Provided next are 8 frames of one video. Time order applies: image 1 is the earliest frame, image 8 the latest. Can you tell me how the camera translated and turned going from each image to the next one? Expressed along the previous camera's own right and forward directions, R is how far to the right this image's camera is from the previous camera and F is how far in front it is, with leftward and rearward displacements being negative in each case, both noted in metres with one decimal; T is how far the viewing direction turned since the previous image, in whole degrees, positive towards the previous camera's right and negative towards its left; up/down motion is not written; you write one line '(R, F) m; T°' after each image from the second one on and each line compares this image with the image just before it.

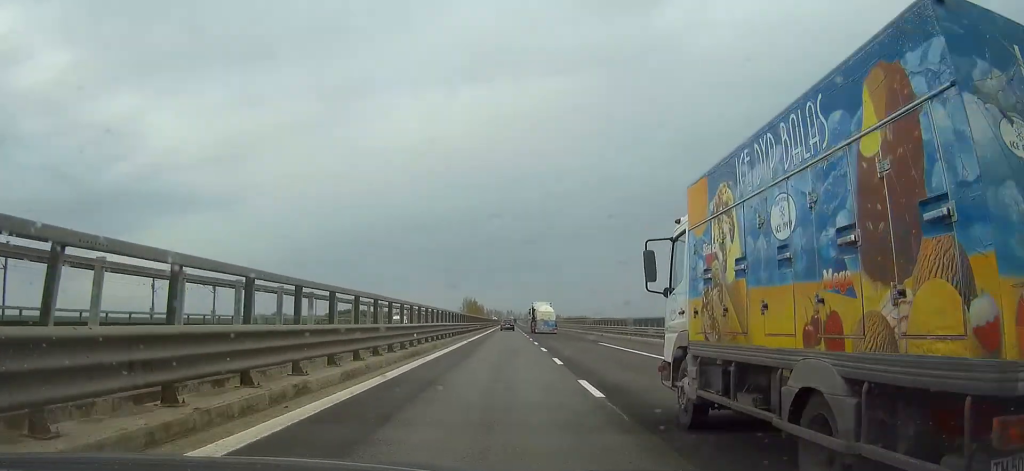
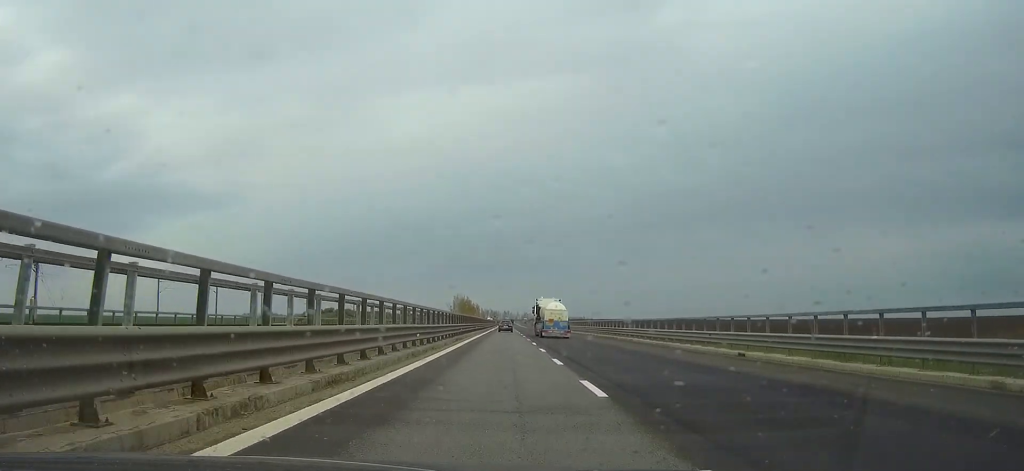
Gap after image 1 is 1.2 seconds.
(+0.2, +35.6) m; 0°
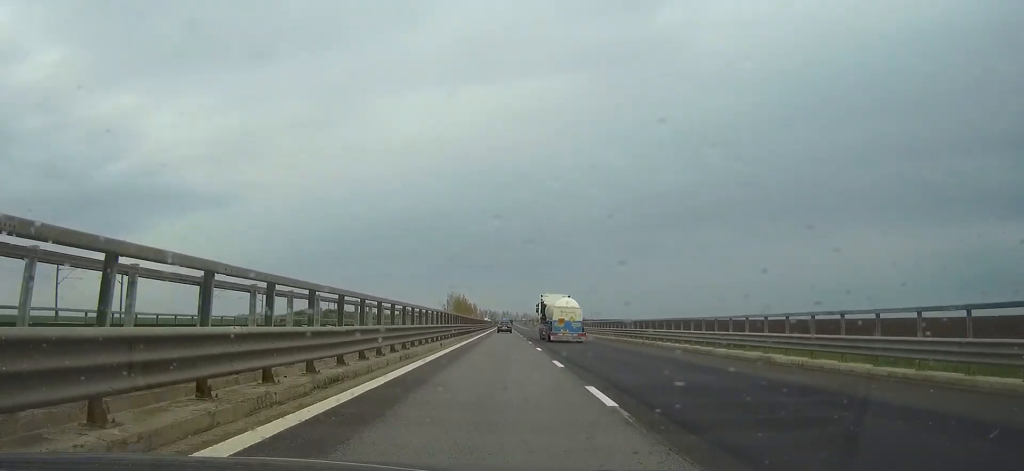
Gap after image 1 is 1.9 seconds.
(0.0, +21.2) m; 0°
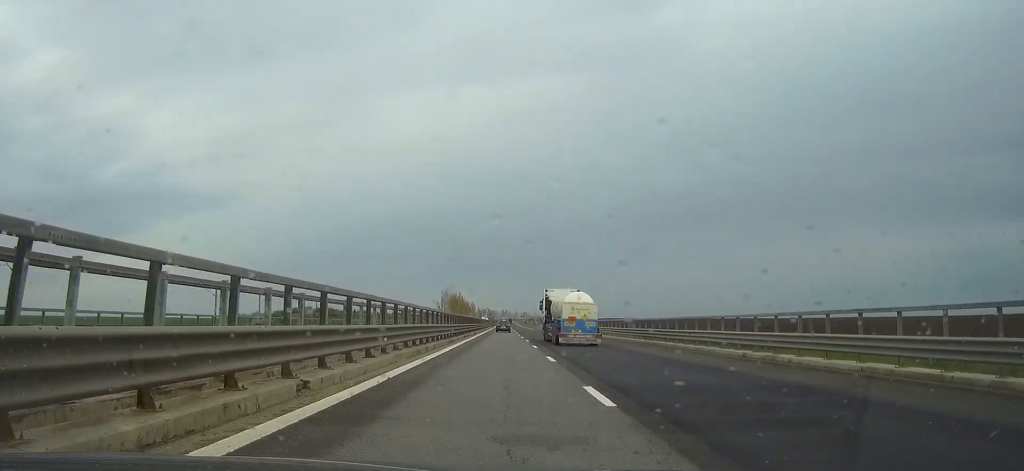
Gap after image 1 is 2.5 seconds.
(0.0, +15.6) m; 0°
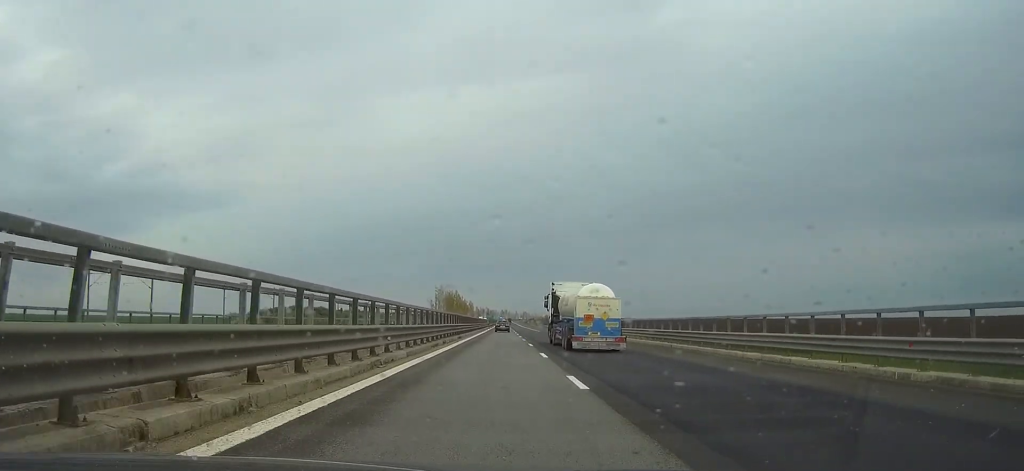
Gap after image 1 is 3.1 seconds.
(0.0, +16.4) m; 0°
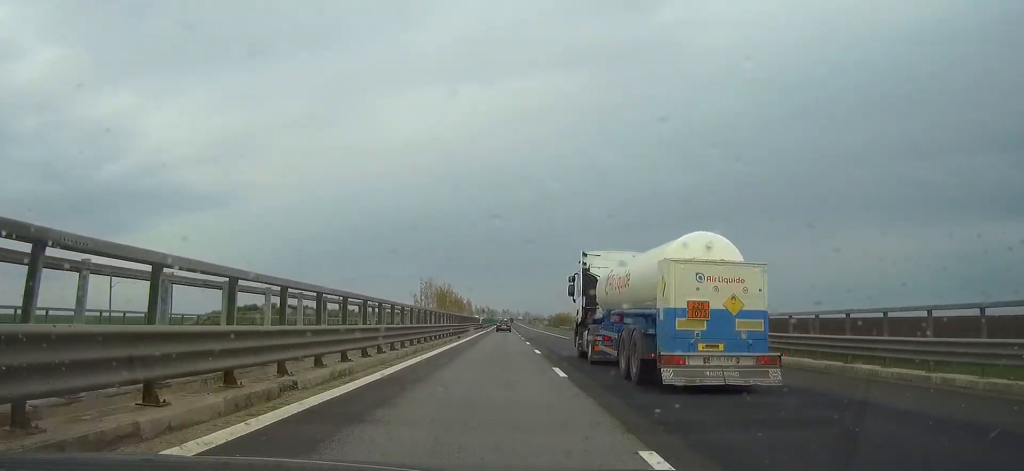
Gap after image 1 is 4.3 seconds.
(0.0, +39.3) m; 0°
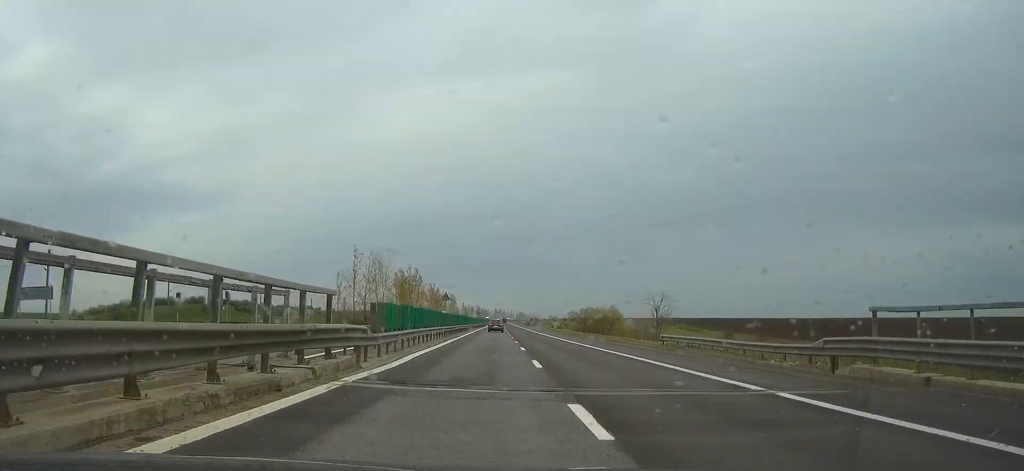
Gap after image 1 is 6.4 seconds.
(0.0, +78.6) m; 0°
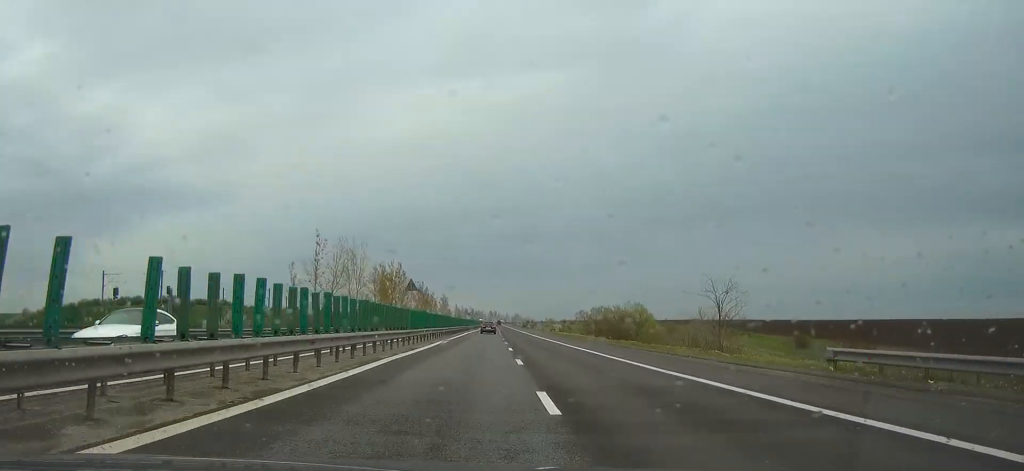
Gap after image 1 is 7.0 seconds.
(0.0, +21.5) m; 0°
